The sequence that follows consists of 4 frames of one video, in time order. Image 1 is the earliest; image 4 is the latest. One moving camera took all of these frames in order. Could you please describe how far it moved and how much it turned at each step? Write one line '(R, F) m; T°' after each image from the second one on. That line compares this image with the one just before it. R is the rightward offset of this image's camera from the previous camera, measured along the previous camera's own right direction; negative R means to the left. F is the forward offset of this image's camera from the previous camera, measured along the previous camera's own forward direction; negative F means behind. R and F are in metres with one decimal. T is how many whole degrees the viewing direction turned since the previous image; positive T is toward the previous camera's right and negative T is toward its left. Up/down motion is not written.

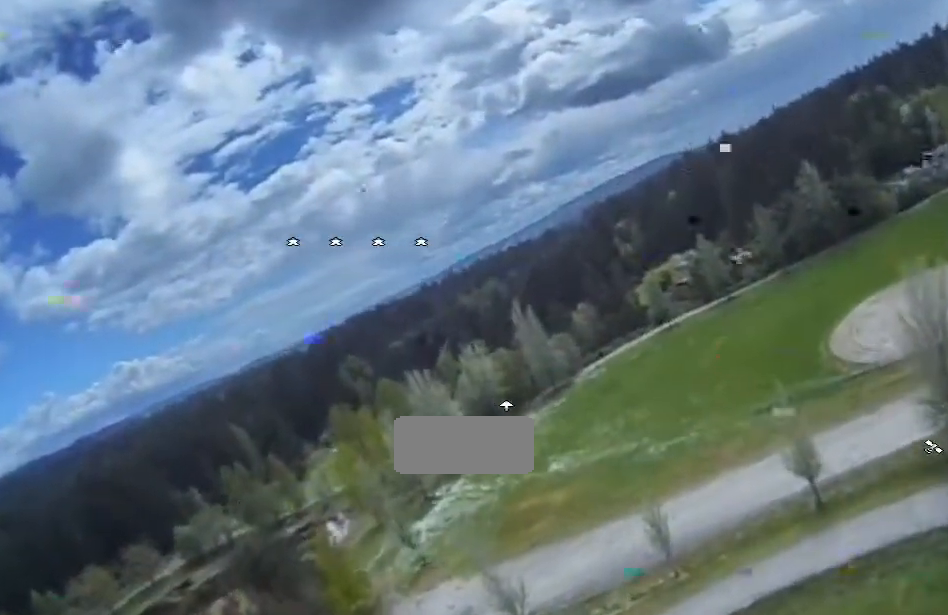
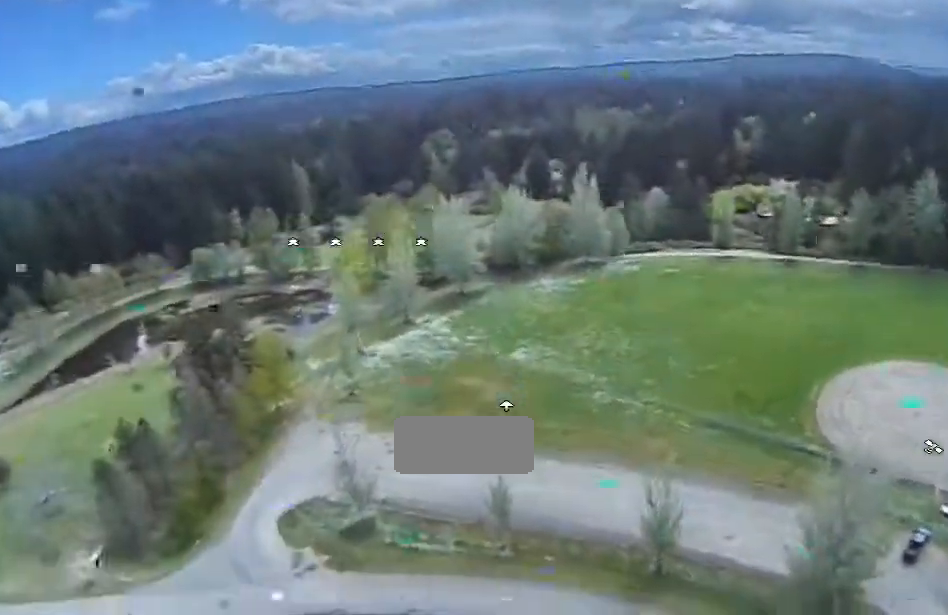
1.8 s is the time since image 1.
(-1.5, +23.9) m; -13°
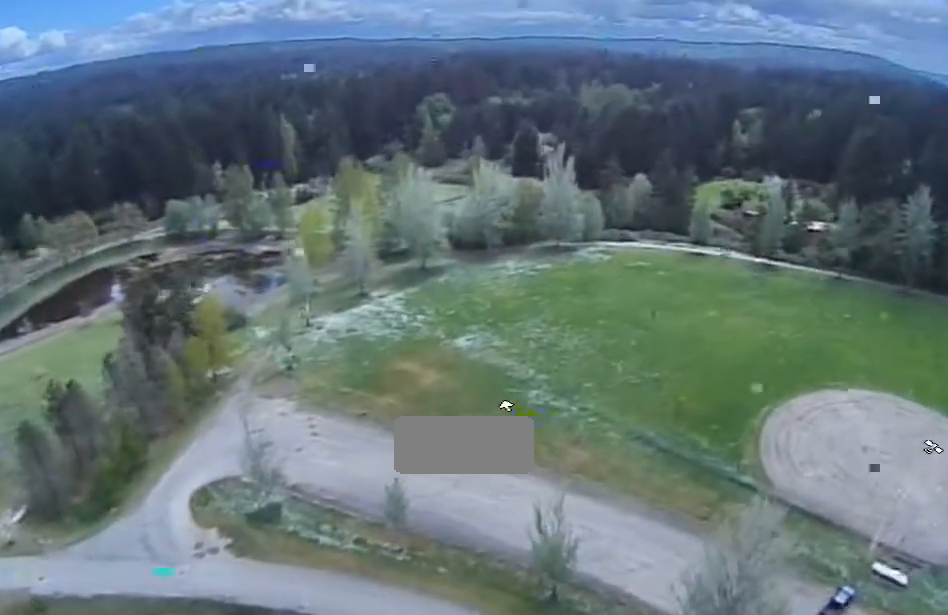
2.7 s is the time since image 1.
(-1.2, +8.4) m; -15°
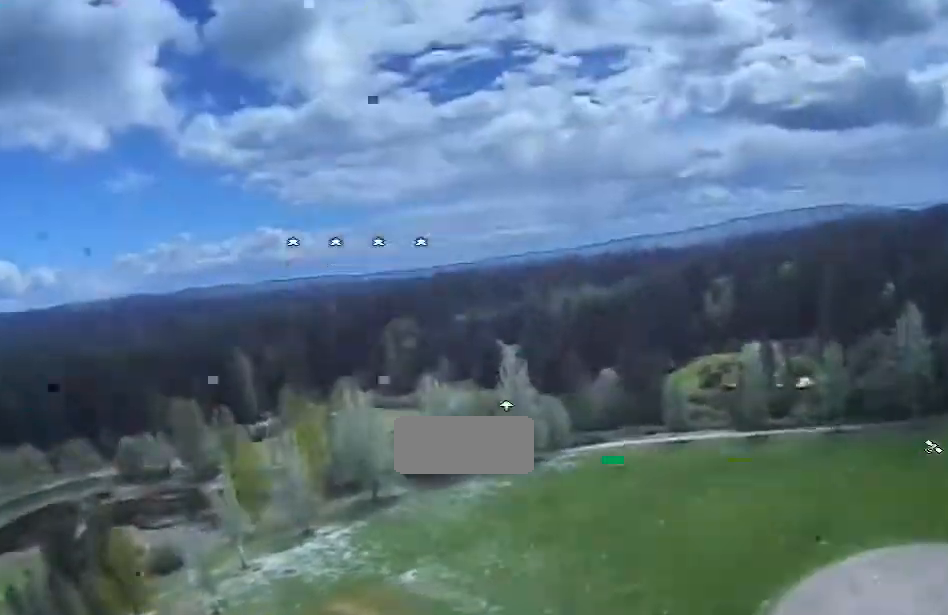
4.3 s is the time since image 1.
(-2.7, +15.3) m; -15°
